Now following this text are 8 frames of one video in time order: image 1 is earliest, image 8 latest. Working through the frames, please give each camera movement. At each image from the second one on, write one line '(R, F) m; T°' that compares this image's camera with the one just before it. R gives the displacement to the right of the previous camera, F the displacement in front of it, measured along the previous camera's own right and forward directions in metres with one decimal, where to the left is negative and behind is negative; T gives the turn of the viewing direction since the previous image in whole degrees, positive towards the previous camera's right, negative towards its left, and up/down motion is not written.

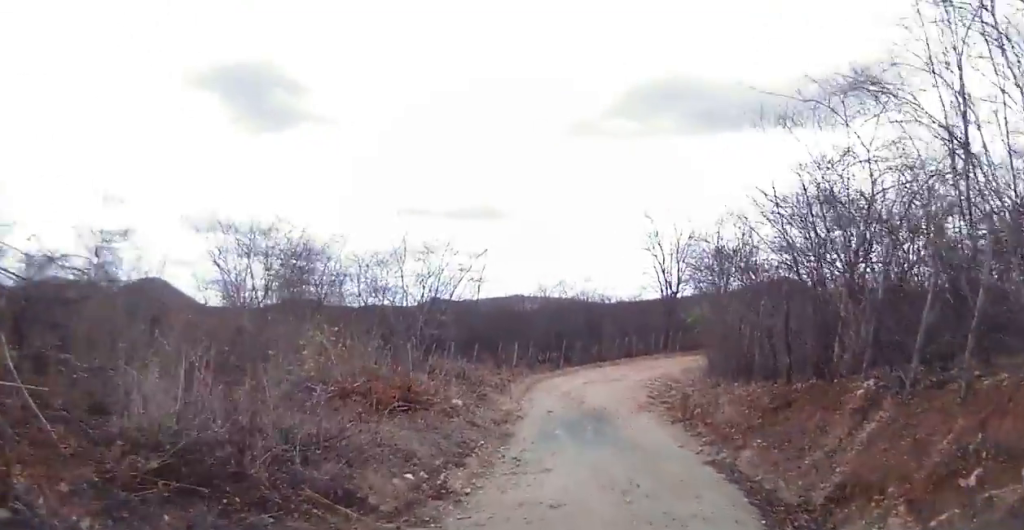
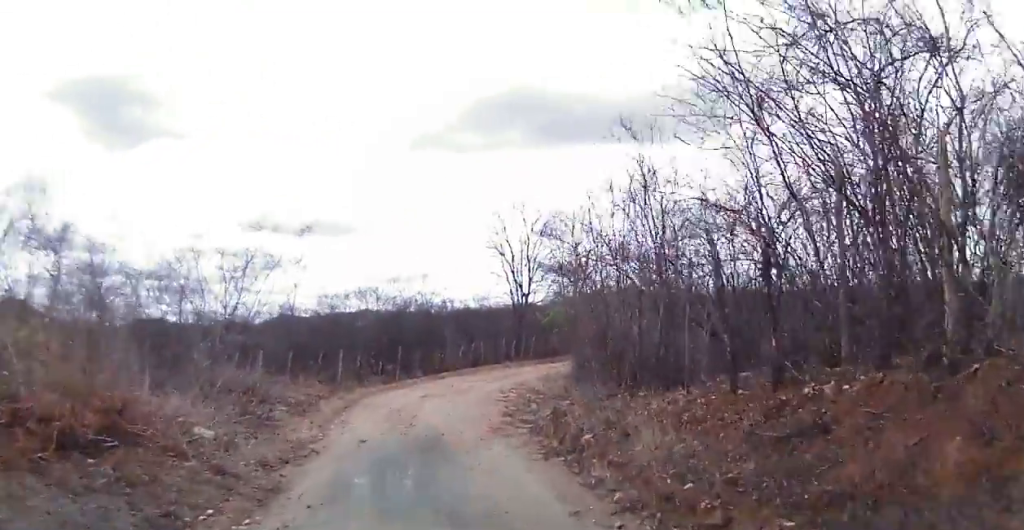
(0.0, +5.1) m; 0°
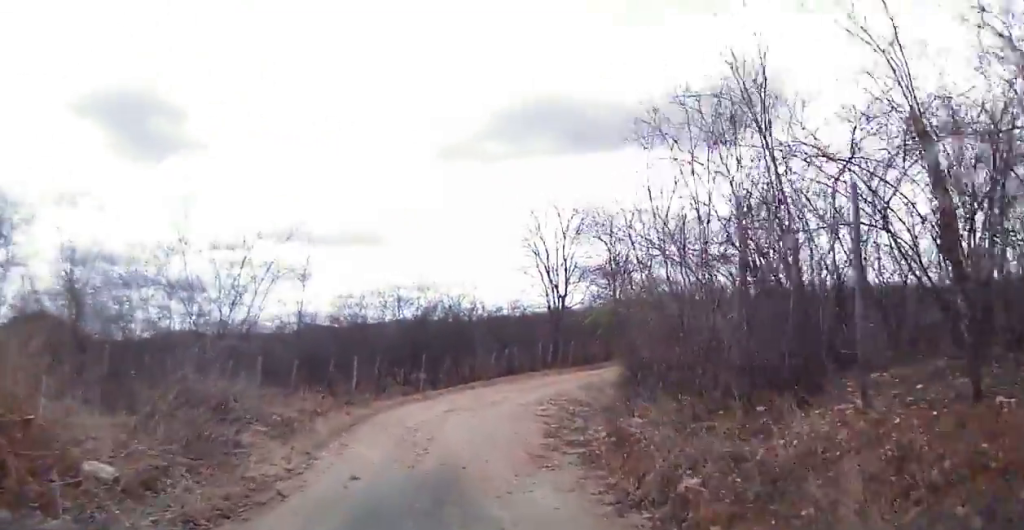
(0.0, +2.7) m; 0°
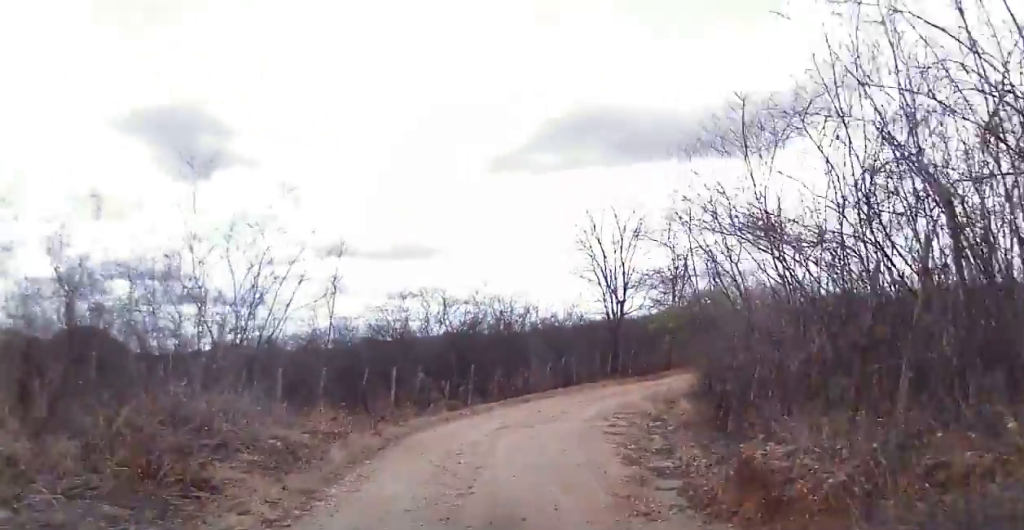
(0.0, +2.1) m; 0°
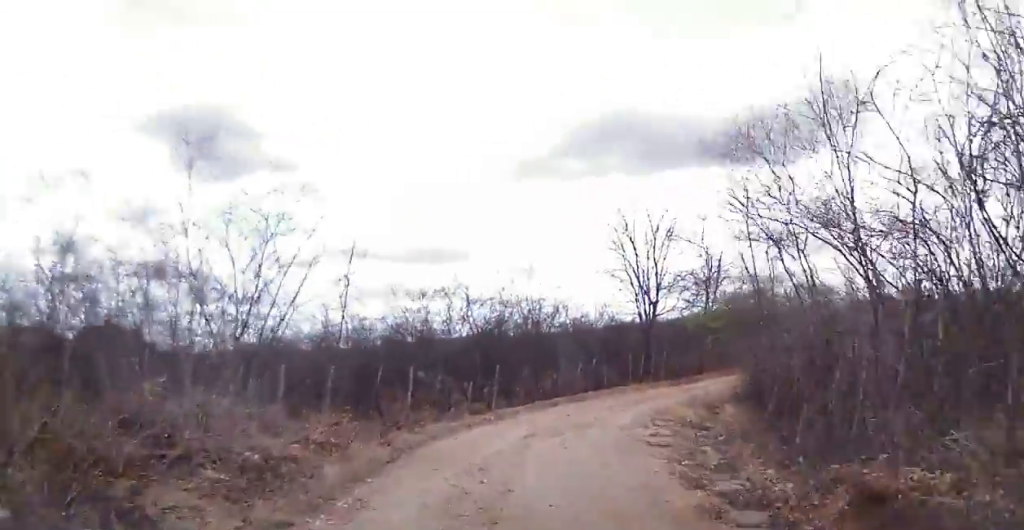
(0.0, +1.4) m; 0°
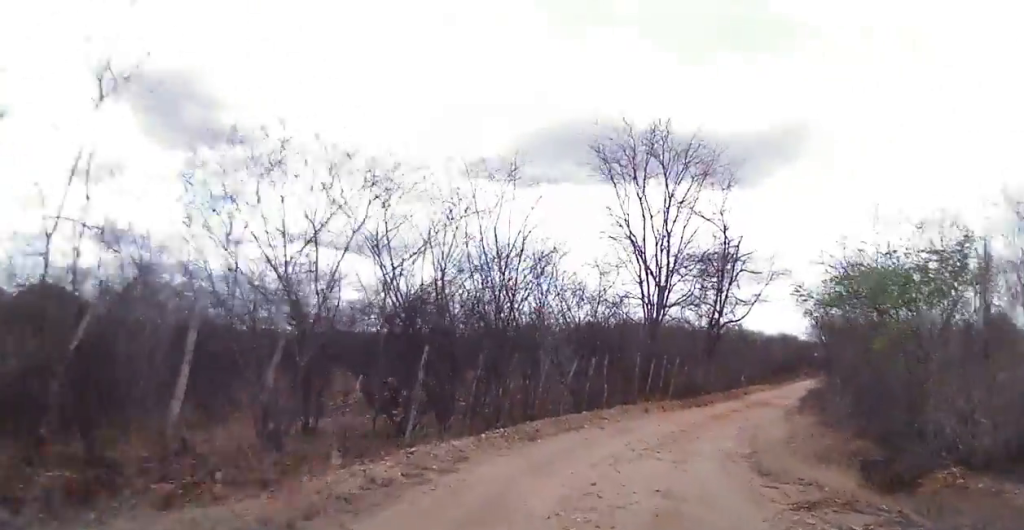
(0.0, +9.8) m; -3°
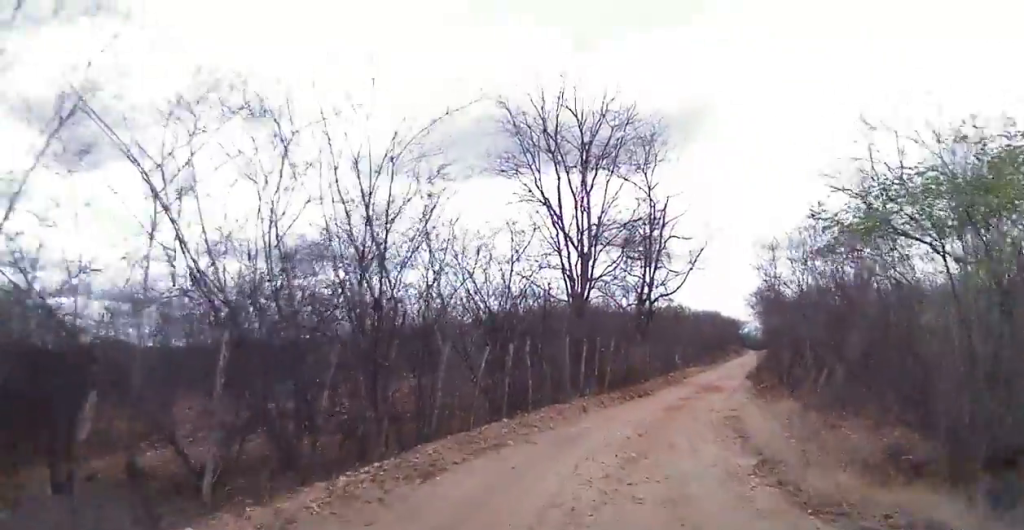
(-0.3, +5.5) m; +2°
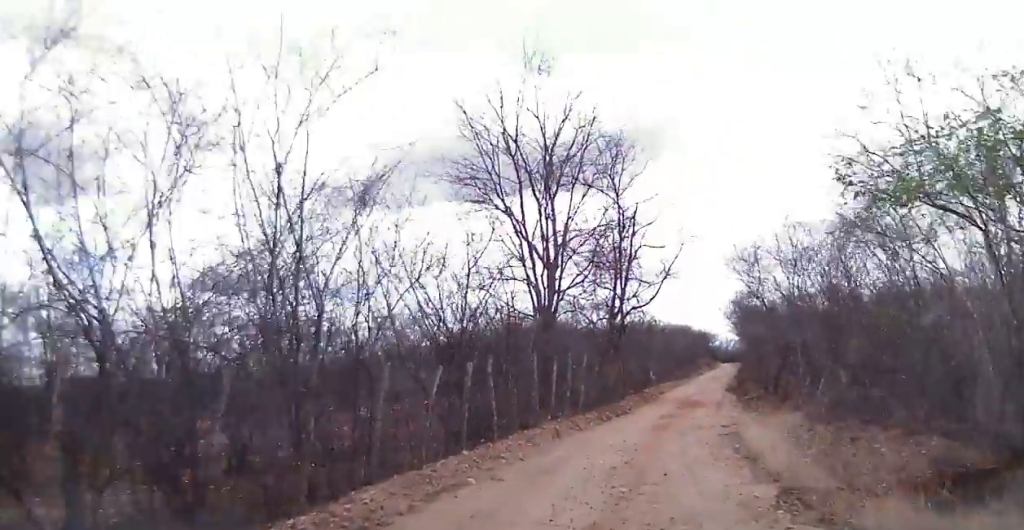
(0.0, +2.4) m; +3°
